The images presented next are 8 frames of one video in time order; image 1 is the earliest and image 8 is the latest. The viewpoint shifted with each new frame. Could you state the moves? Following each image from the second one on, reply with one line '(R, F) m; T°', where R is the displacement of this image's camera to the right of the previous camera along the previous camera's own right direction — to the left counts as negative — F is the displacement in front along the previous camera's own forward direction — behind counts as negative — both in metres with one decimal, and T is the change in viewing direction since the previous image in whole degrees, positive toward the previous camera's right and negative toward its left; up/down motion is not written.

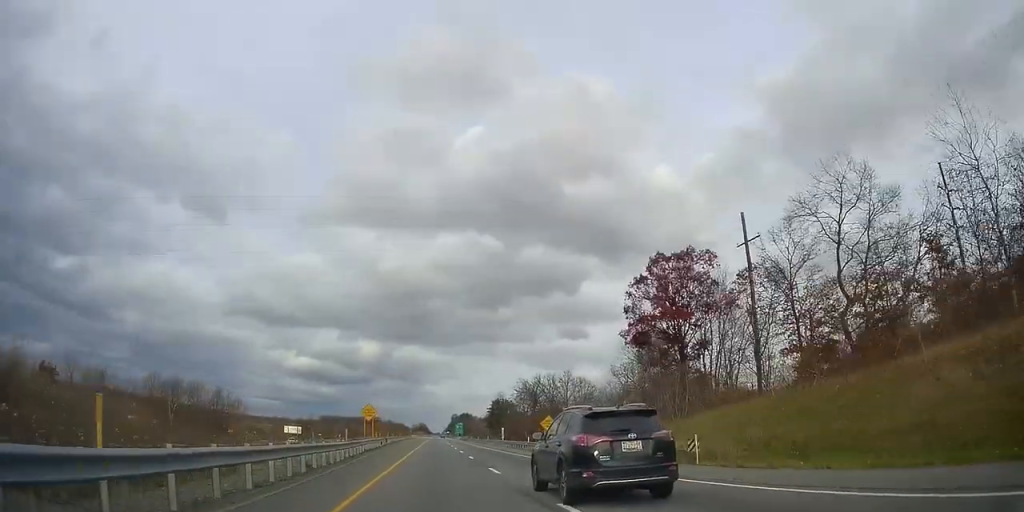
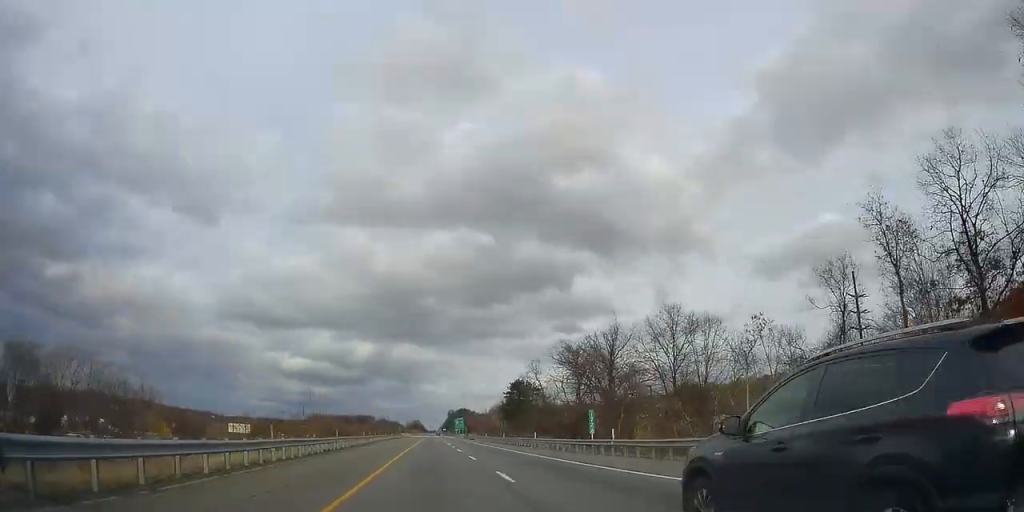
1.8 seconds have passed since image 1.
(-1.2, +52.6) m; -1°
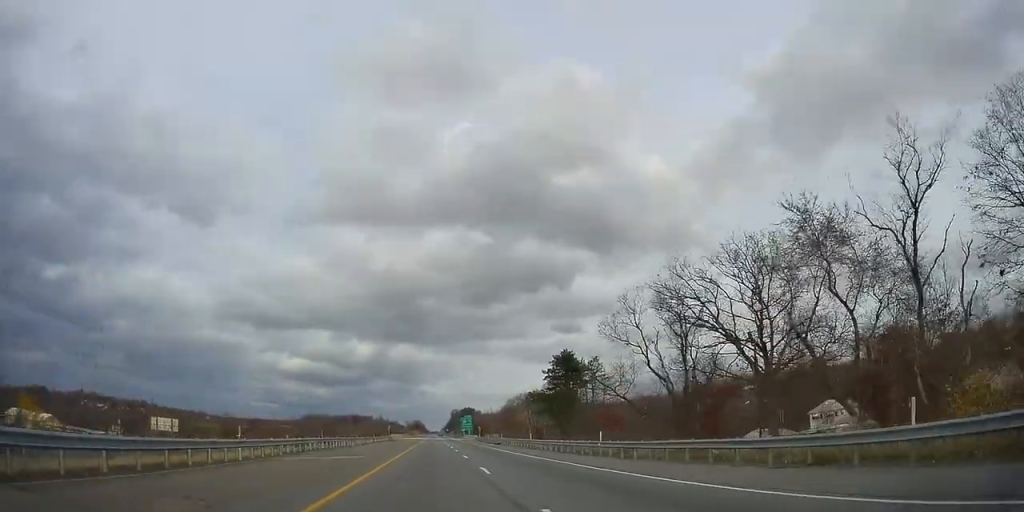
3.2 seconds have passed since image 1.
(0.0, +43.9) m; -1°
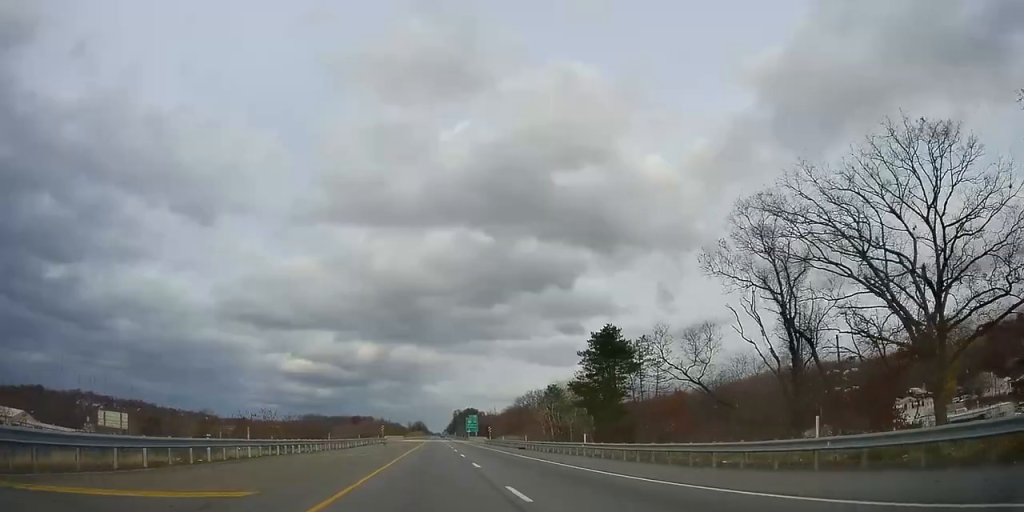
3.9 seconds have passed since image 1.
(-0.1, +19.2) m; -1°
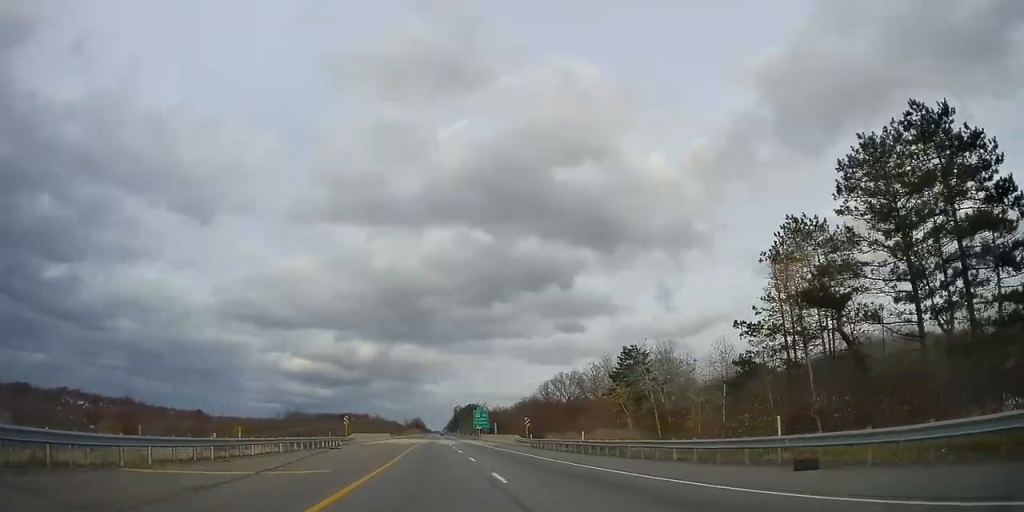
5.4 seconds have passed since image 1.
(-0.3, +43.9) m; 0°
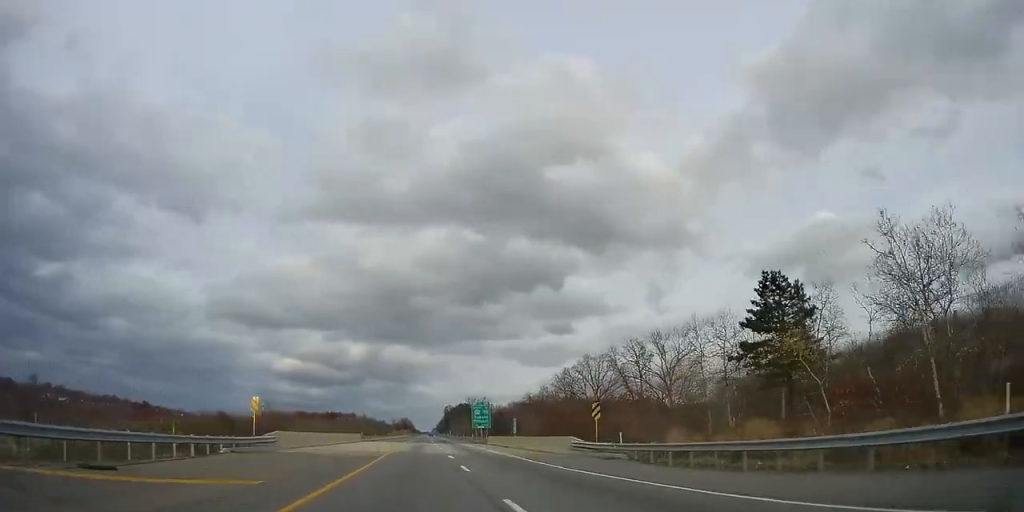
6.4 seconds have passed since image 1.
(+0.2, +30.8) m; 0°
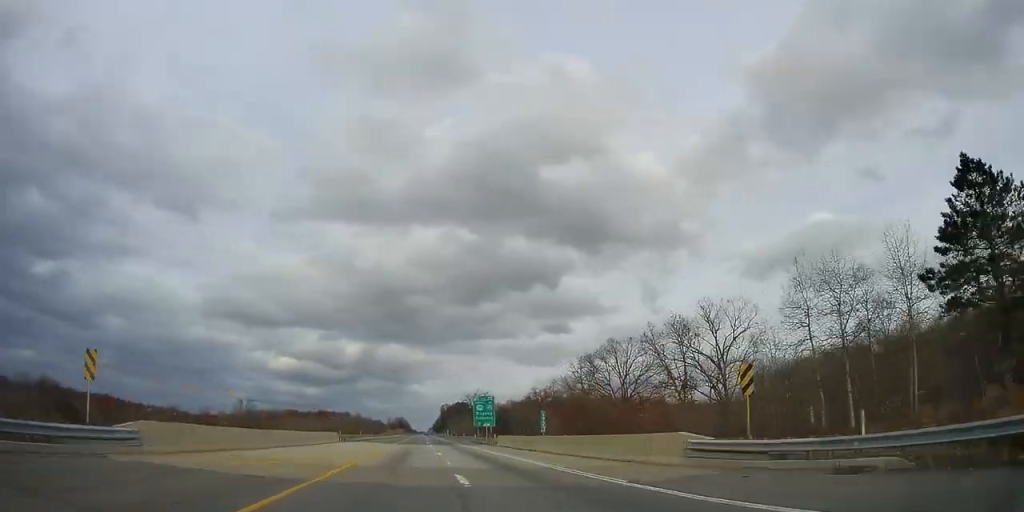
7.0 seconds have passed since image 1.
(0.0, +17.5) m; 0°
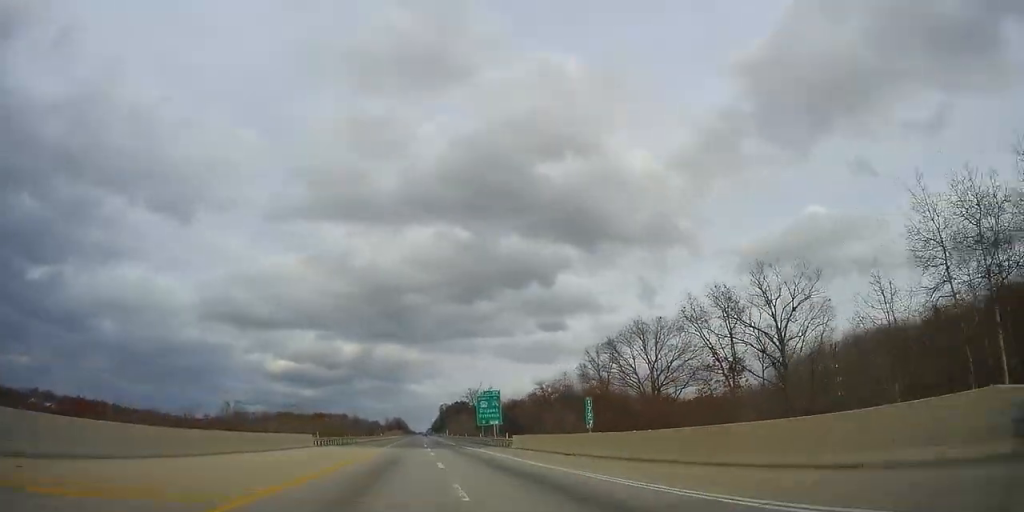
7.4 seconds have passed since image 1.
(0.0, +12.9) m; 0°
